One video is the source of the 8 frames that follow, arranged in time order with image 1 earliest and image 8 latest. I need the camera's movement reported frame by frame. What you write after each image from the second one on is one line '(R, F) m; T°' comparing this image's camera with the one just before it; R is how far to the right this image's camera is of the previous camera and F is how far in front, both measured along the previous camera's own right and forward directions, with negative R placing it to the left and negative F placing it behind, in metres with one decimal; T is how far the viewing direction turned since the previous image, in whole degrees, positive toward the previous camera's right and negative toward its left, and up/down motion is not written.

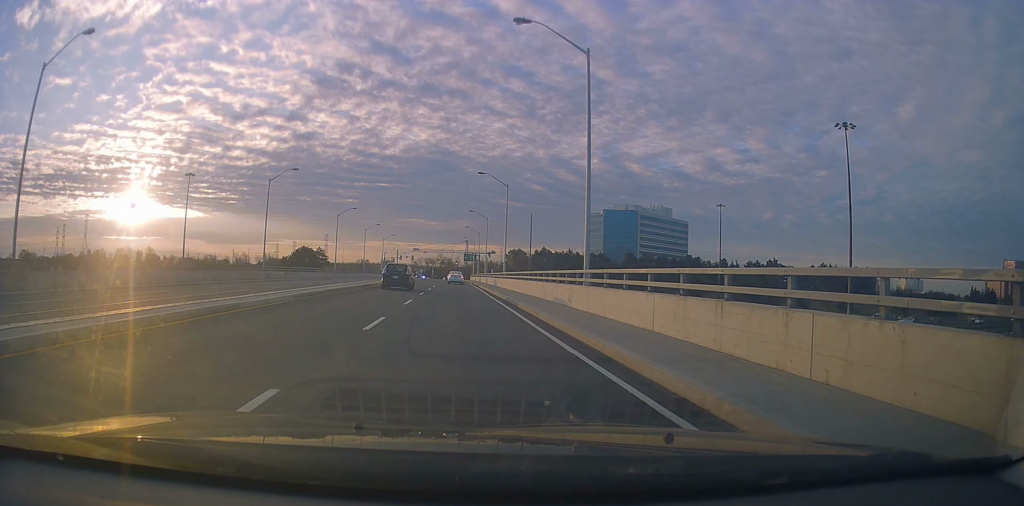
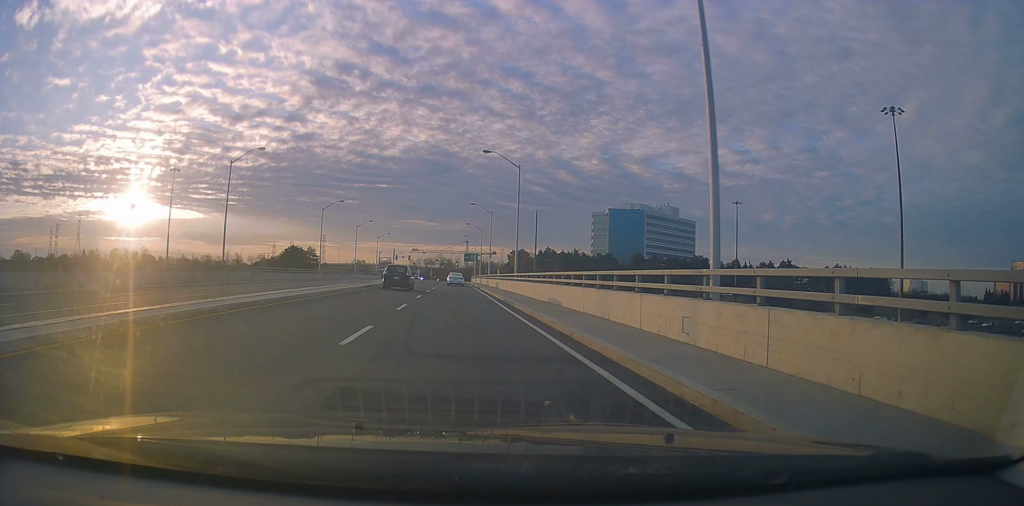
(+0.1, +11.2) m; 0°
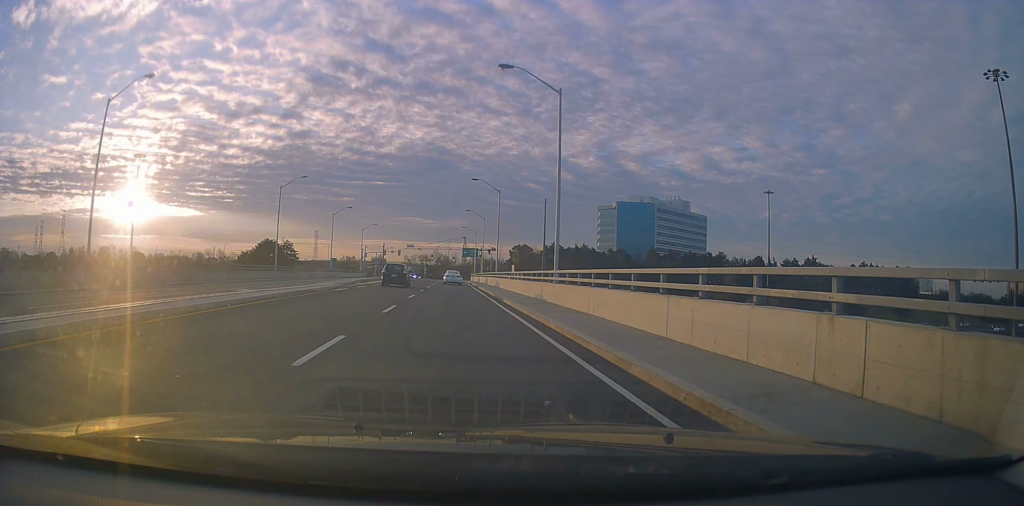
(-0.2, +20.0) m; 0°
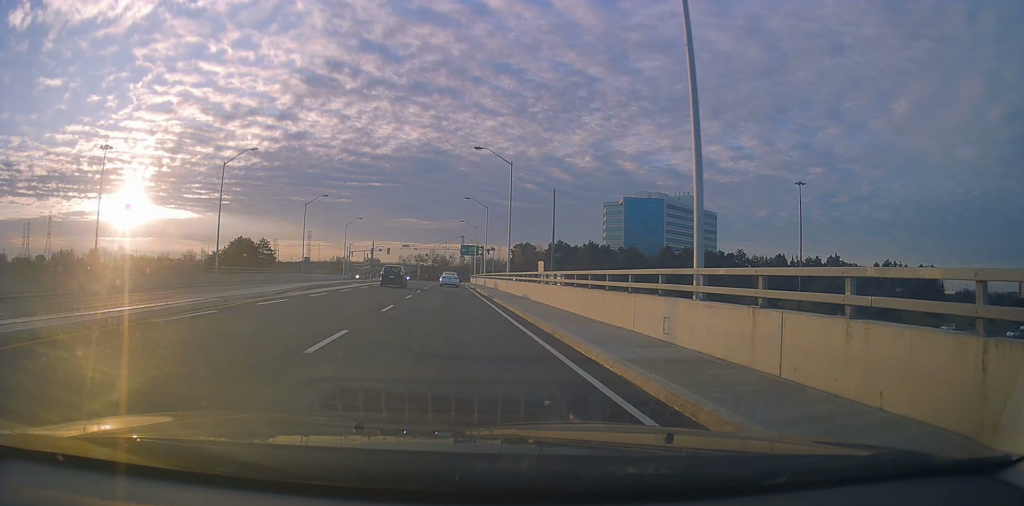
(+0.1, +16.5) m; 0°
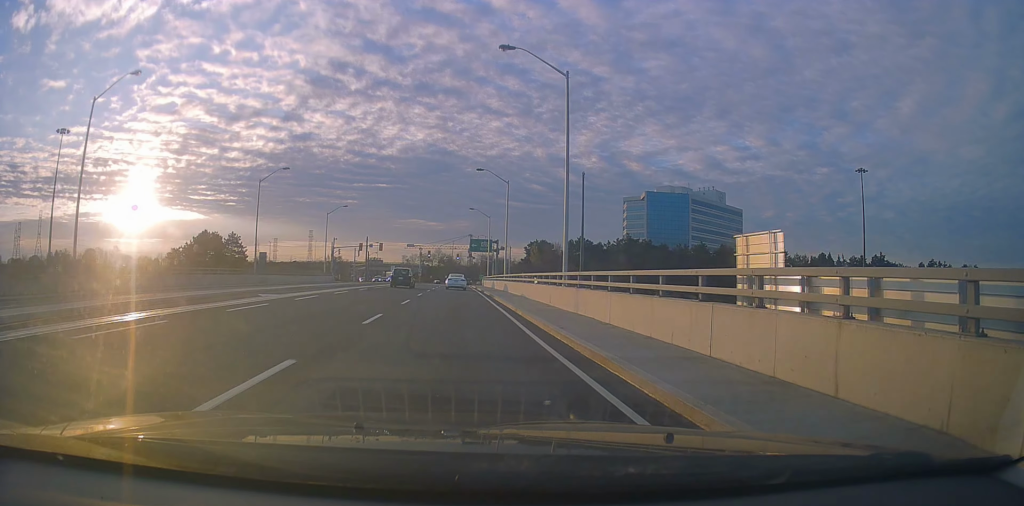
(-0.2, +22.3) m; 0°
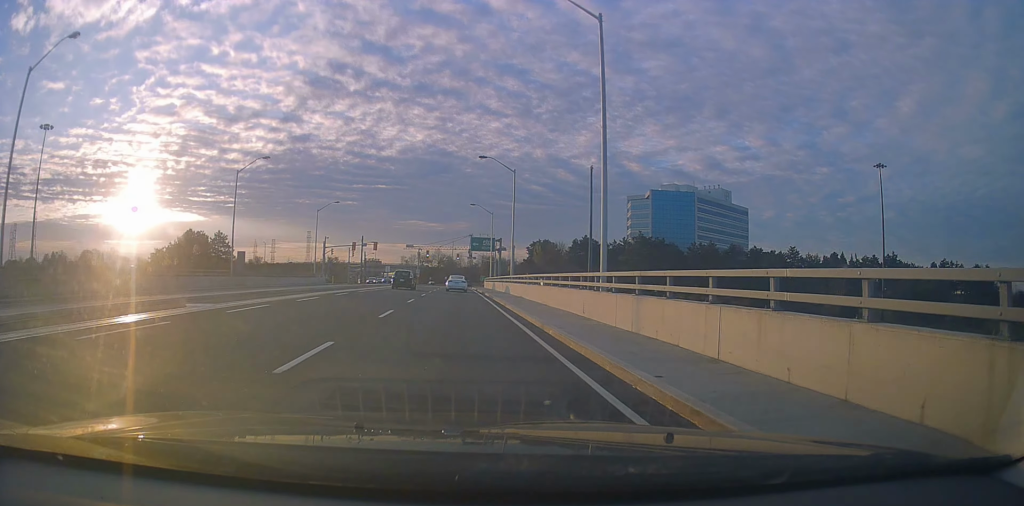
(0.0, +6.5) m; 0°
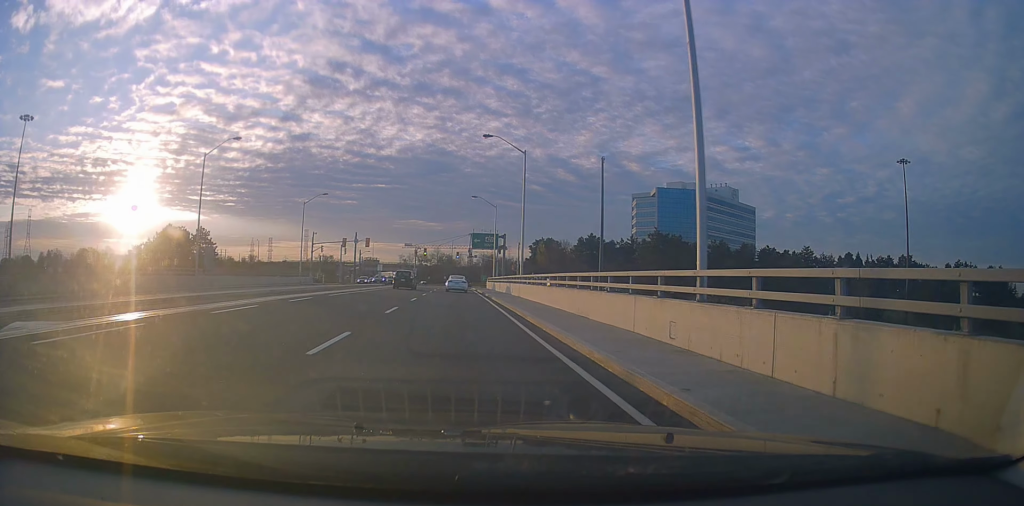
(+0.1, +7.4) m; +1°
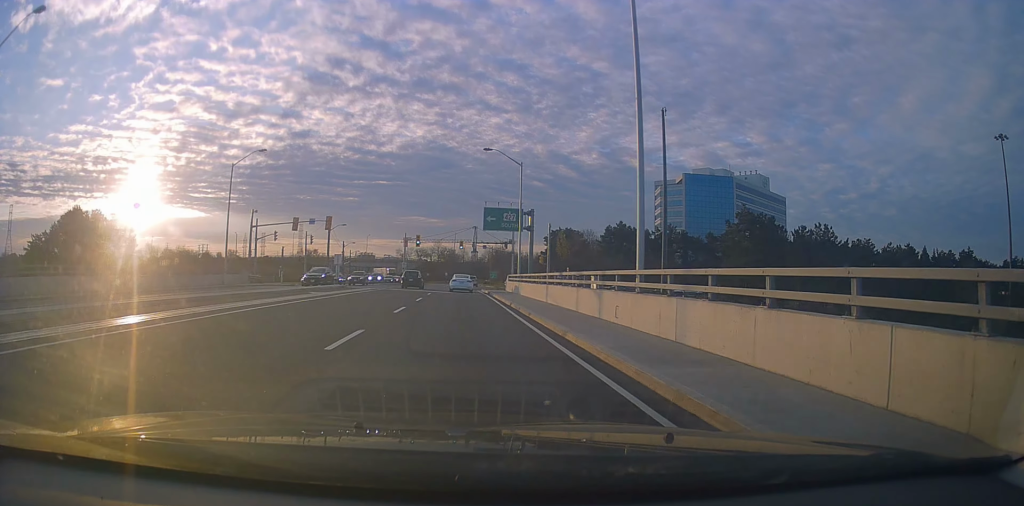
(0.0, +25.1) m; -1°
